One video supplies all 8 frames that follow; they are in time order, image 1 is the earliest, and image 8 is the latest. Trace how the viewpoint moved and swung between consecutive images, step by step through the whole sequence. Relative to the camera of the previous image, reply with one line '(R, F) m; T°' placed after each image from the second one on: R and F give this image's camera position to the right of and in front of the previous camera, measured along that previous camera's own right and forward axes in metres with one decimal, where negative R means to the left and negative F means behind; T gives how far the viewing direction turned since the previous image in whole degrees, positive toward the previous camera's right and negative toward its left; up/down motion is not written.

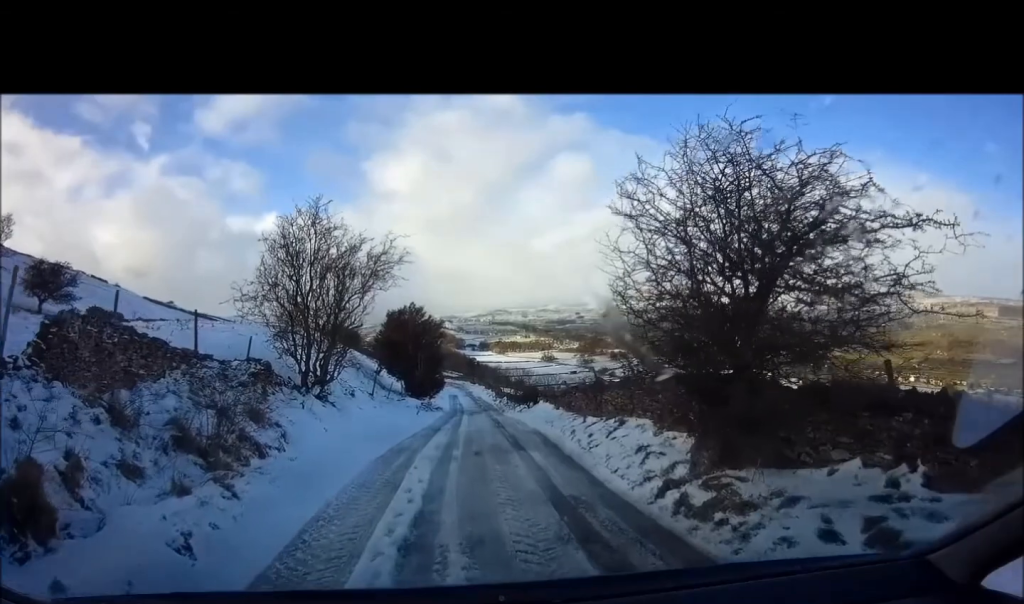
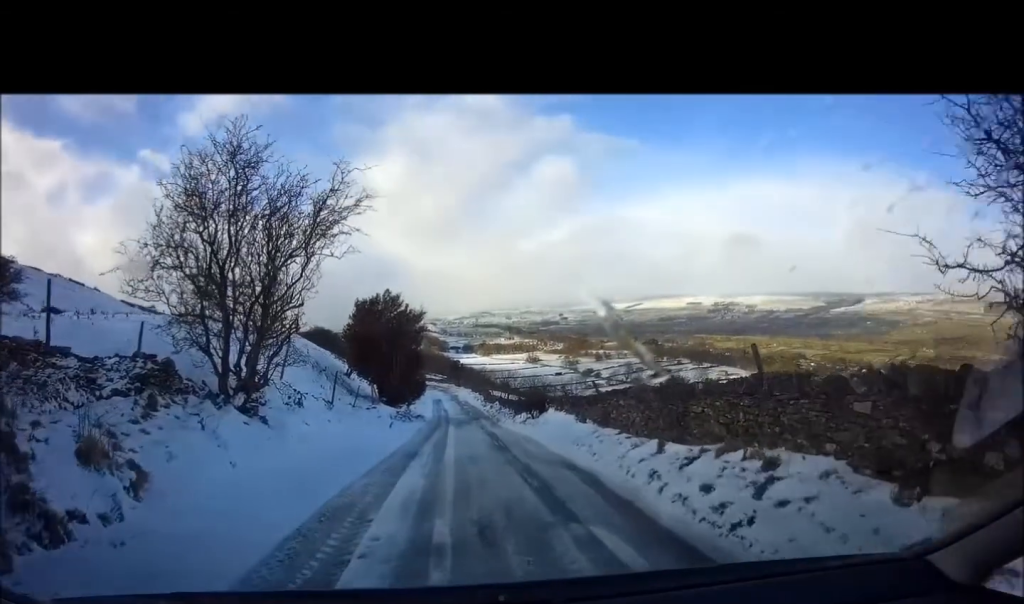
(+0.5, +5.3) m; +2°
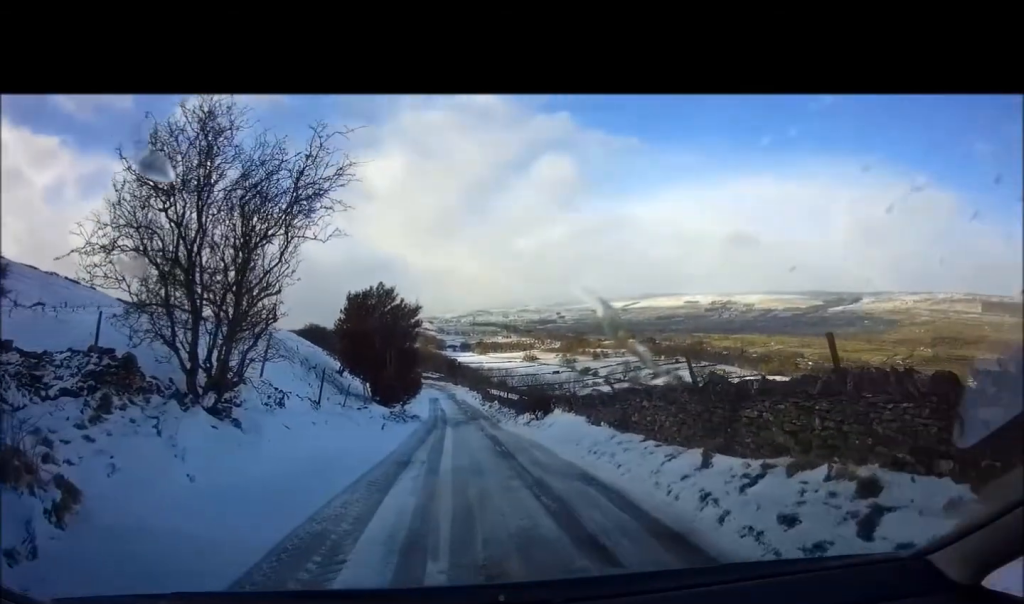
(-0.1, +1.5) m; -4°
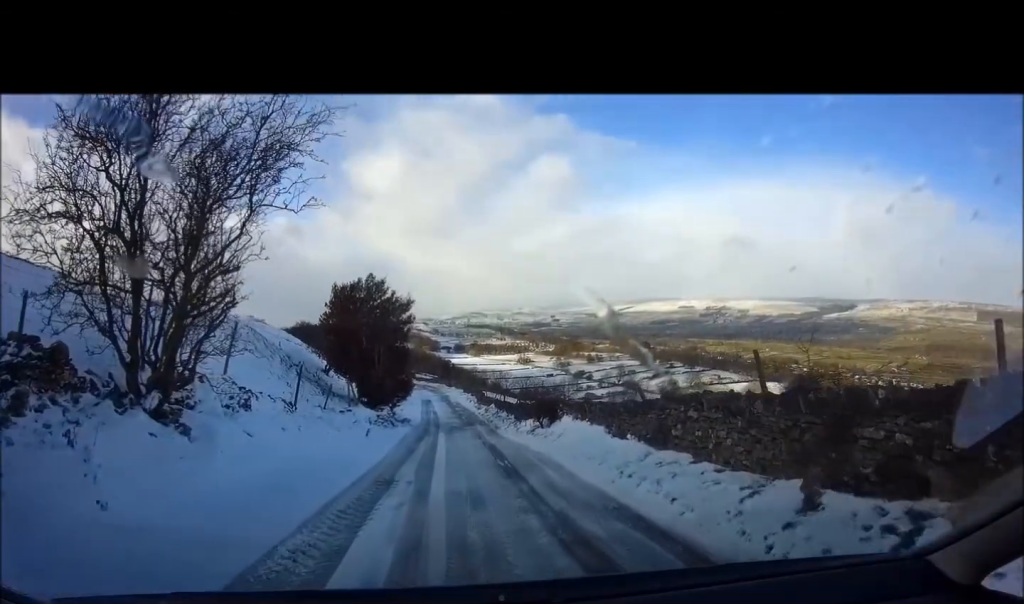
(0.0, +2.1) m; +2°
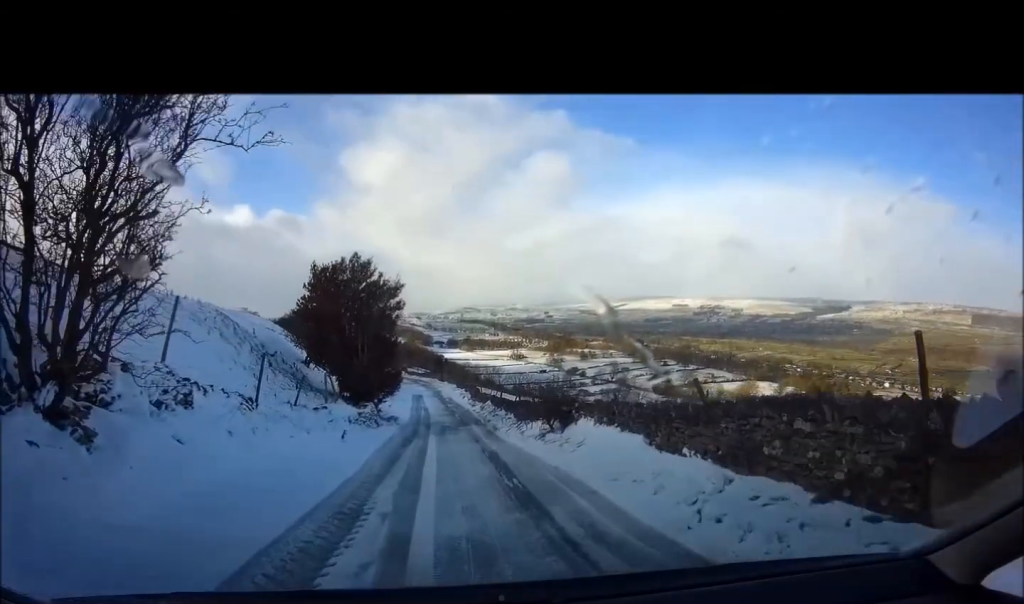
(+0.1, +2.6) m; +3°
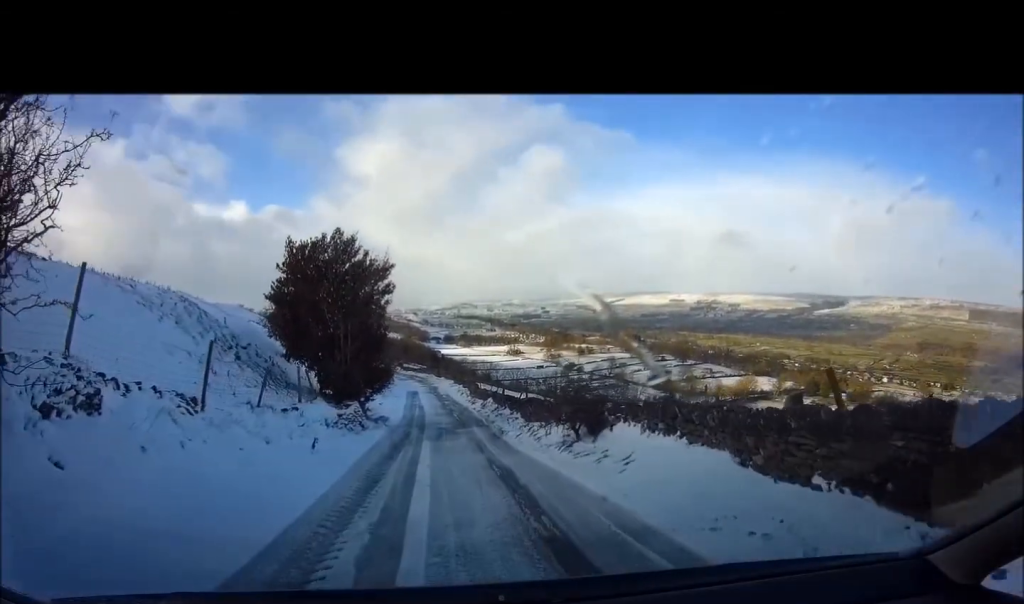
(+0.1, +2.7) m; 0°
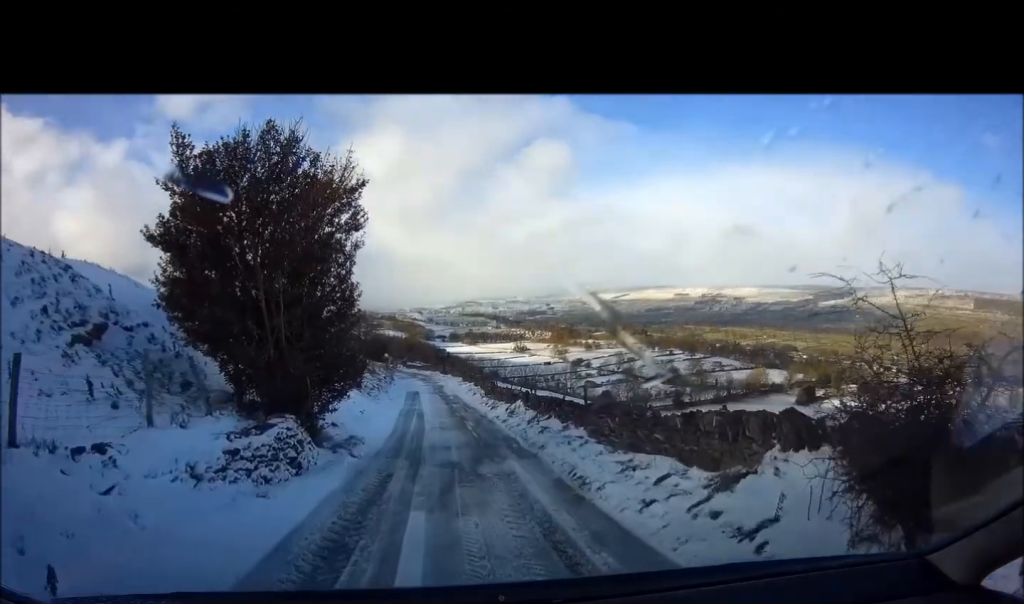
(-0.2, +7.5) m; -2°
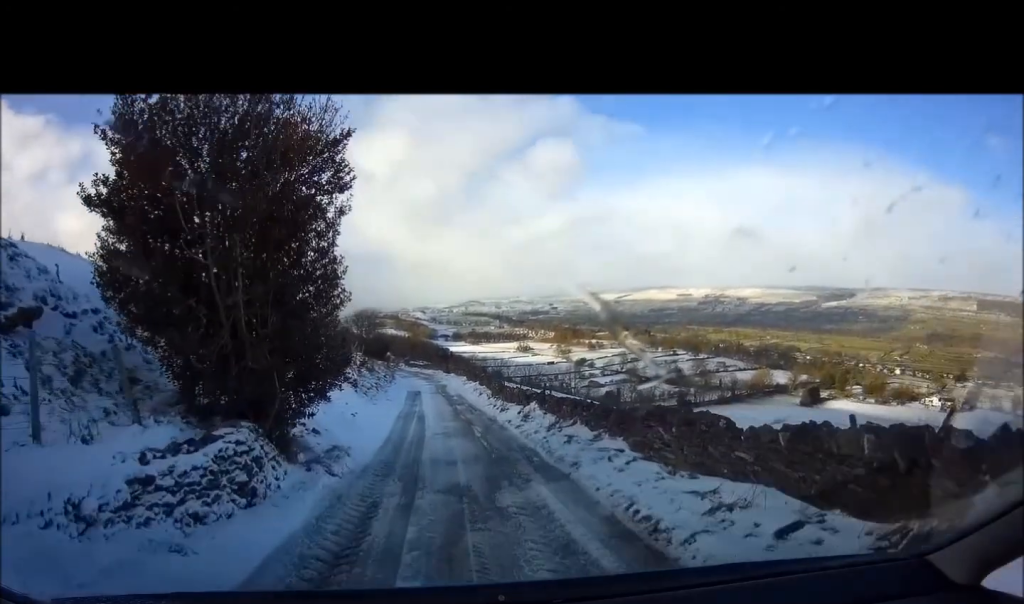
(0.0, +2.3) m; +1°
